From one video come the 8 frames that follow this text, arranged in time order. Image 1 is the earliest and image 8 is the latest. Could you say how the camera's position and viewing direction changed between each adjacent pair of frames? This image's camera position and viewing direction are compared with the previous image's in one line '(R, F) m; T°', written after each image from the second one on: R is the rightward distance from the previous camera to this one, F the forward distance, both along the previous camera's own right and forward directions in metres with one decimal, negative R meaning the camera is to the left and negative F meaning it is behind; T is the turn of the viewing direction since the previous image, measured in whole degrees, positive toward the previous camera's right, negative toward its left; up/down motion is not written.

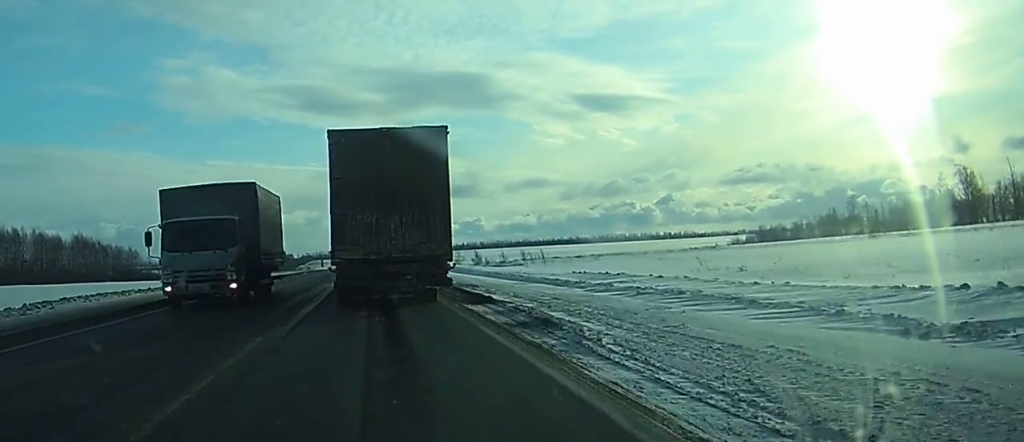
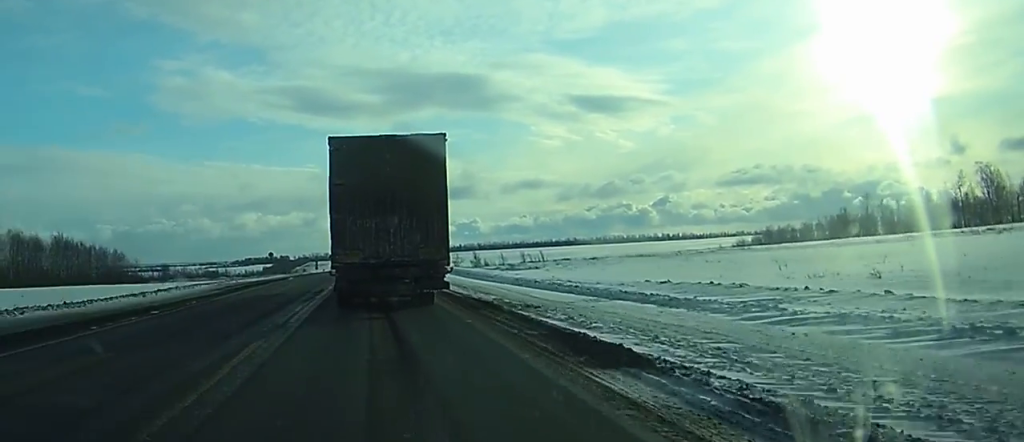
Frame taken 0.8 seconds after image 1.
(+0.1, +11.6) m; 0°
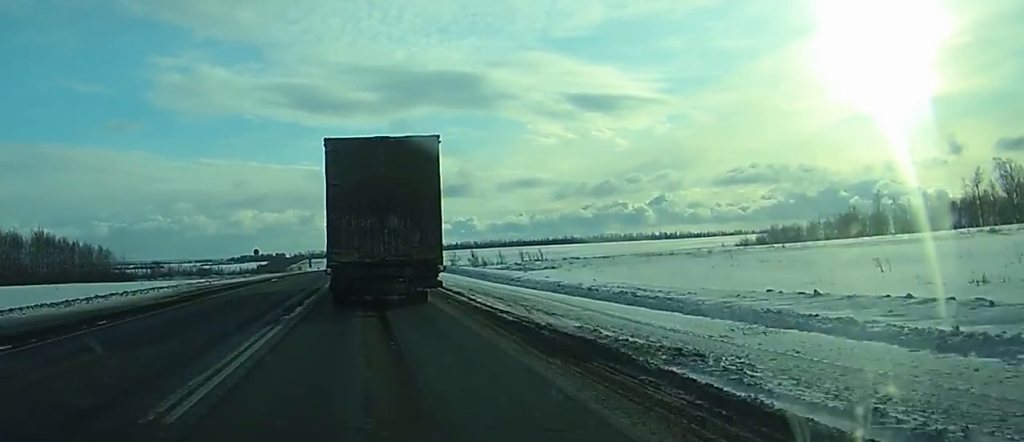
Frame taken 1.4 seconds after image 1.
(+0.1, +10.0) m; 0°
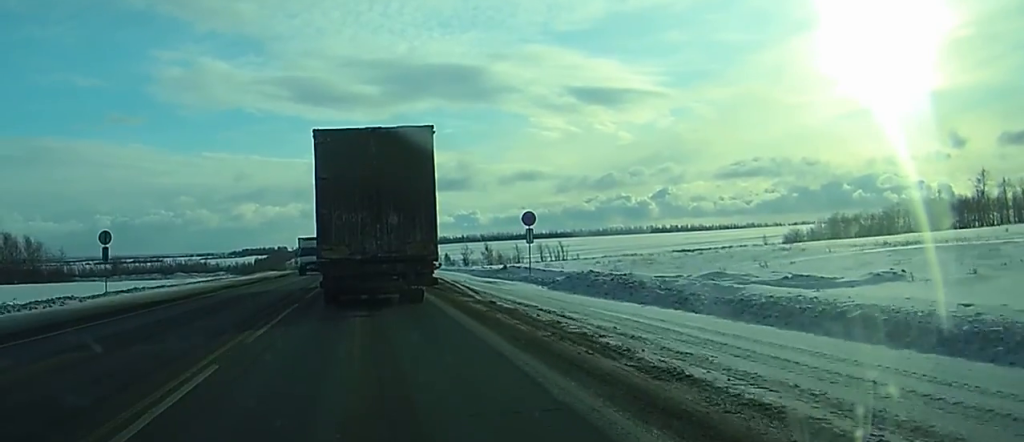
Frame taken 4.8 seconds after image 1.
(-0.7, +52.6) m; -1°
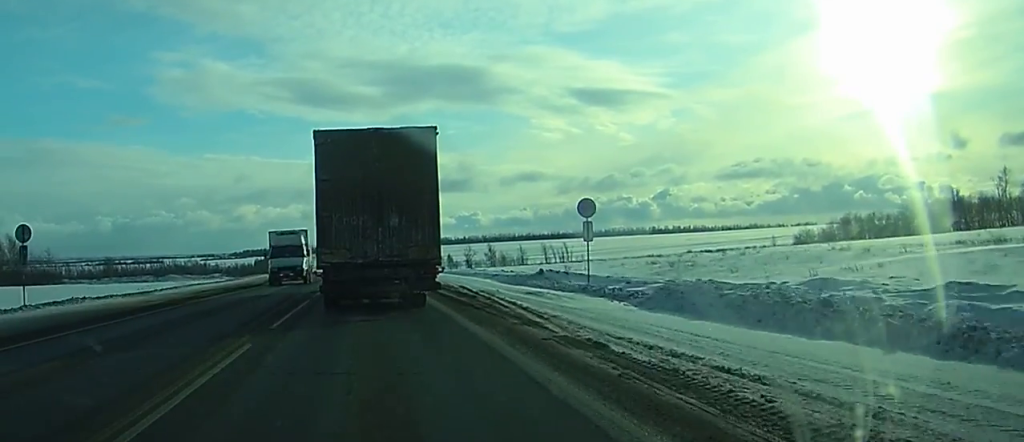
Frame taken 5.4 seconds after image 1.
(0.0, +9.1) m; 0°
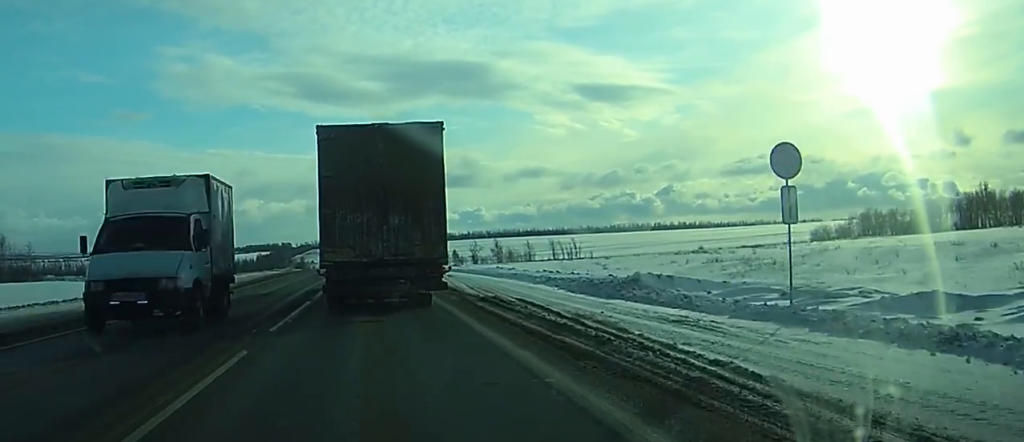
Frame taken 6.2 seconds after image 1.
(0.0, +12.9) m; 0°
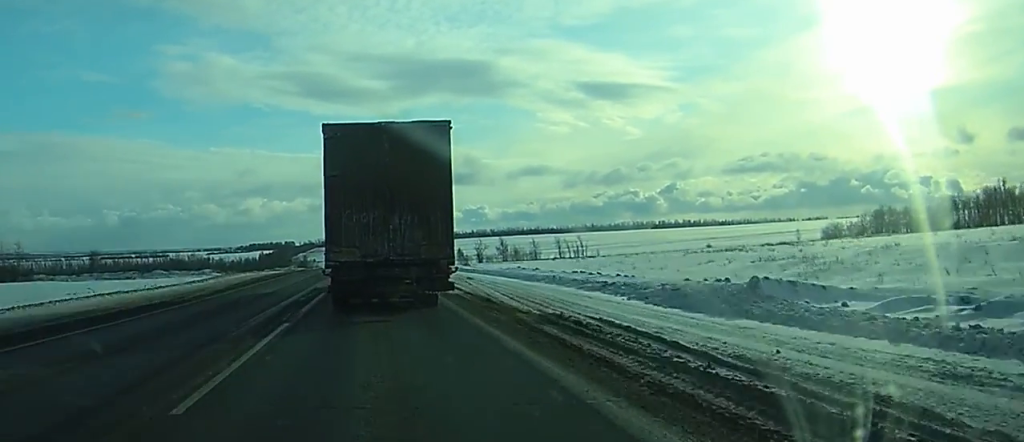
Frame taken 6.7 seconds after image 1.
(0.0, +7.6) m; 0°
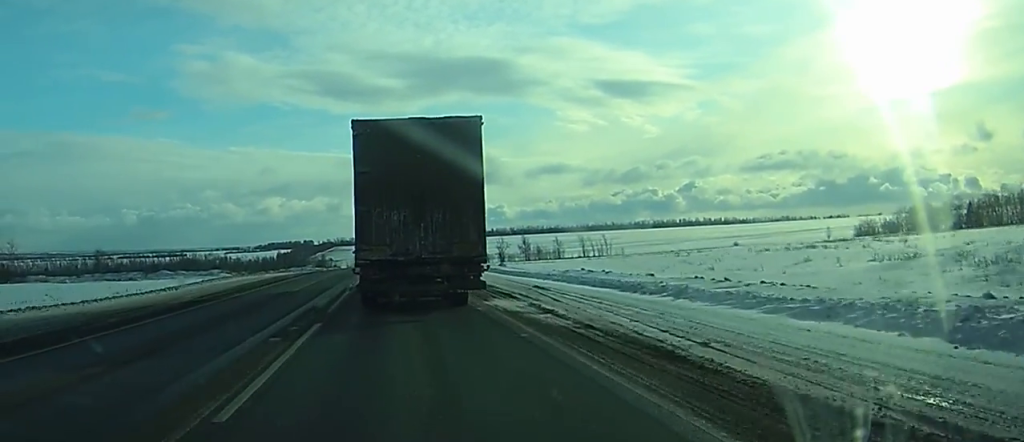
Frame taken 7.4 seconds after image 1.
(0.0, +12.4) m; -1°
